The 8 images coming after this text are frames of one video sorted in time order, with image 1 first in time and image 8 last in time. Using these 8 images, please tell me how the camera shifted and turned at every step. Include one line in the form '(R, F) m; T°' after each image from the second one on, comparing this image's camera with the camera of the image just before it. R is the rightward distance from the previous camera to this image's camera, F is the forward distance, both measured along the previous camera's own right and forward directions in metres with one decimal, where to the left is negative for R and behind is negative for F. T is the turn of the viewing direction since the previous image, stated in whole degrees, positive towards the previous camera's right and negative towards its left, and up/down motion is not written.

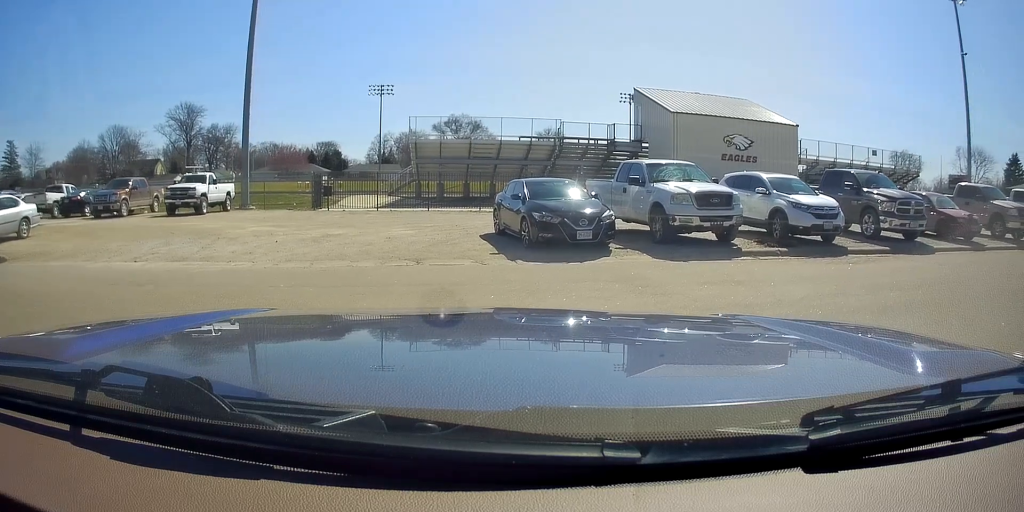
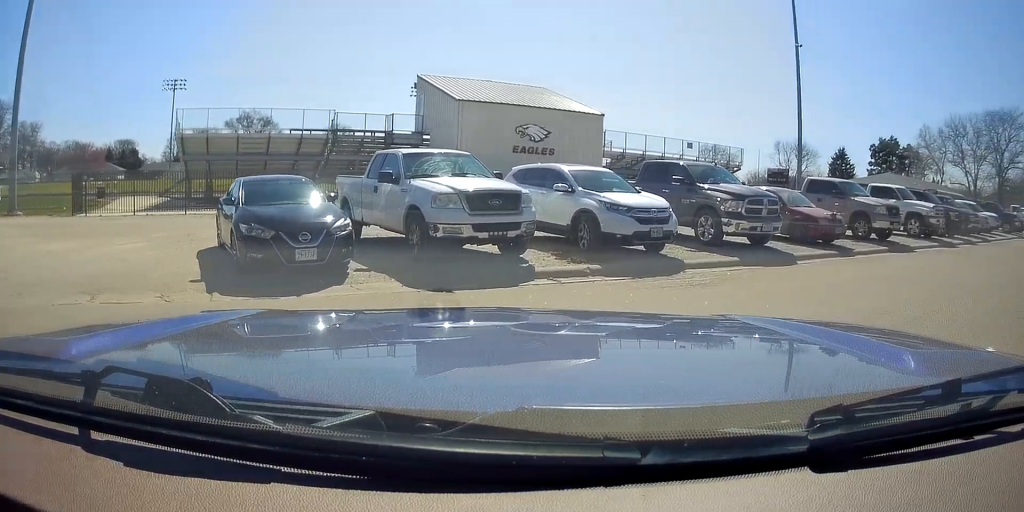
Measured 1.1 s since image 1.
(+0.2, +2.4) m; +9°
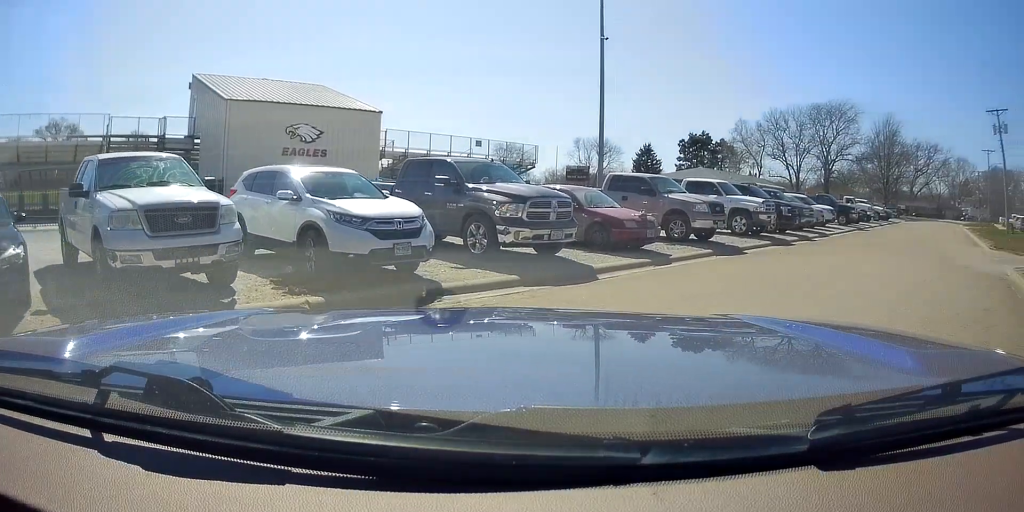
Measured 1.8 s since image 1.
(+0.1, +1.9) m; +14°
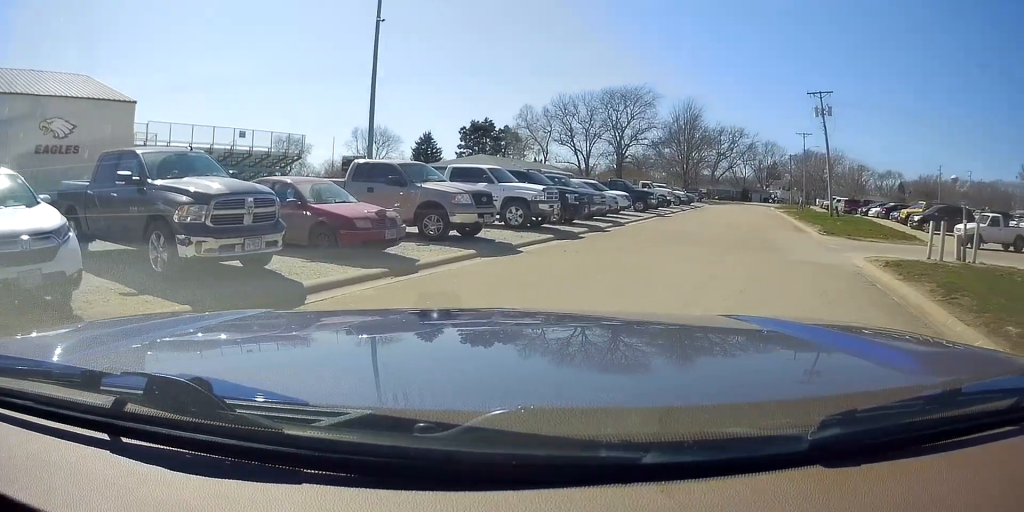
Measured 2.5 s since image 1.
(+0.4, +2.2) m; +18°
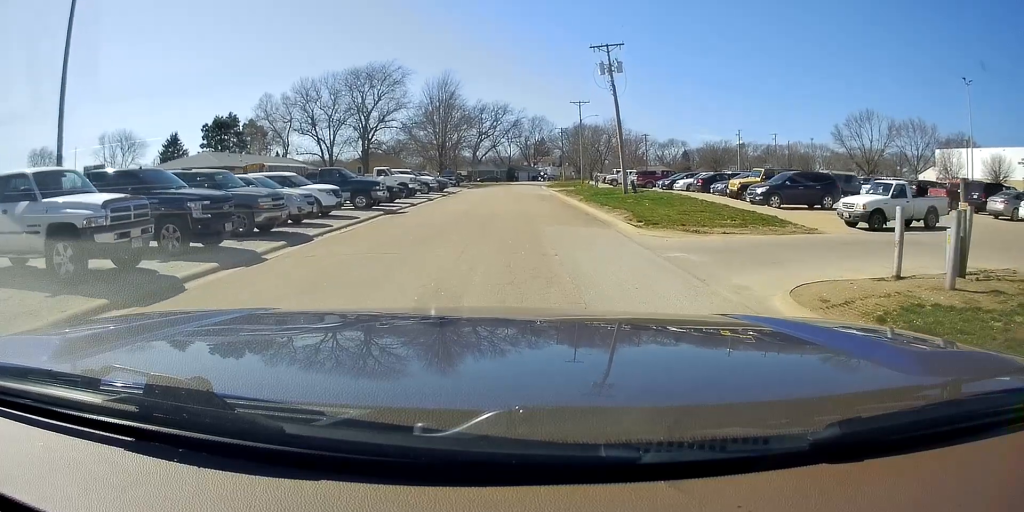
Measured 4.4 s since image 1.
(+2.7, +7.9) m; +19°
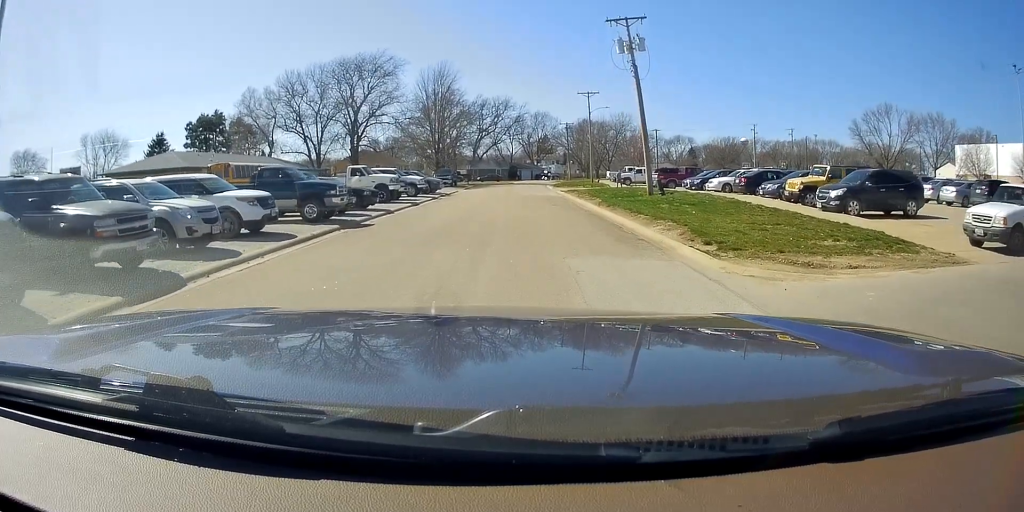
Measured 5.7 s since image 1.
(-0.5, +7.2) m; -4°
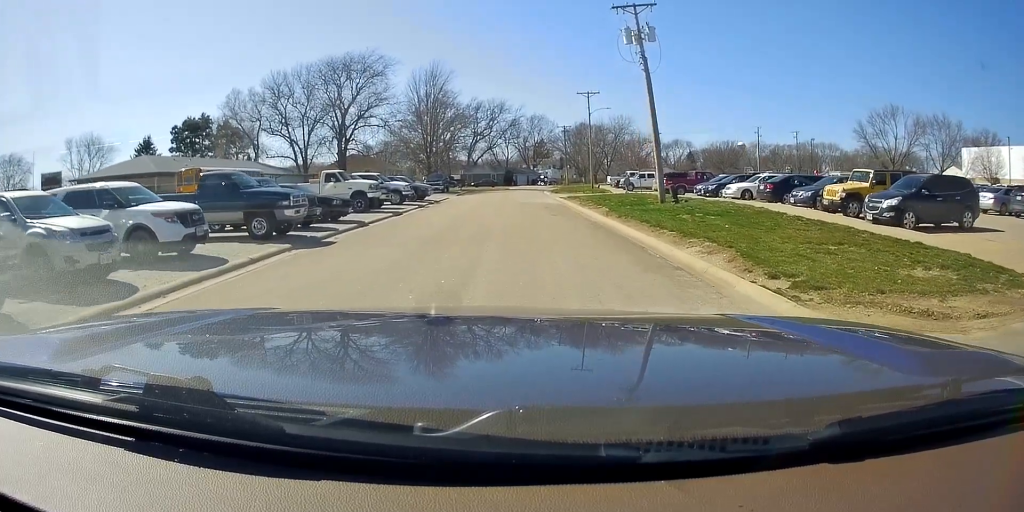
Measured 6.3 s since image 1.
(0.0, +3.8) m; 0°
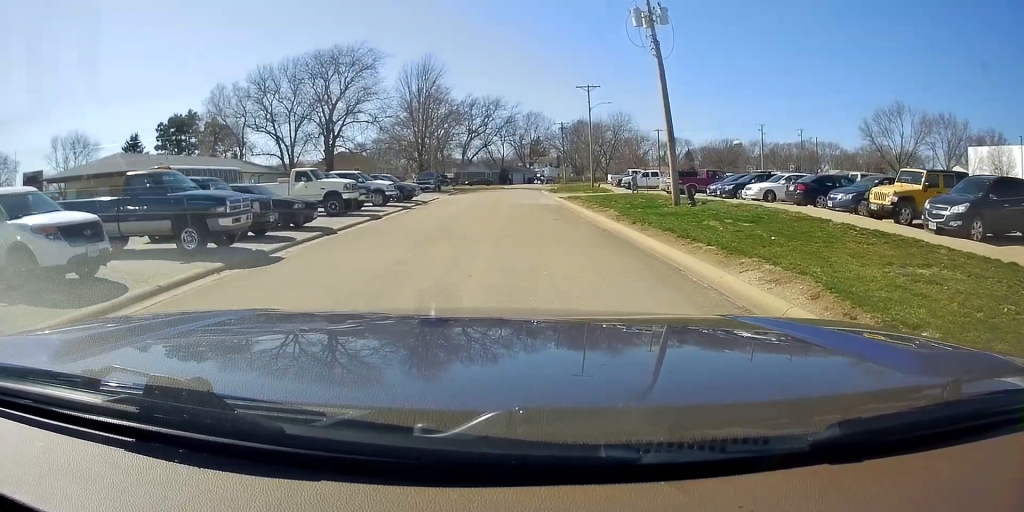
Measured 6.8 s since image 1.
(0.0, +3.5) m; 0°
